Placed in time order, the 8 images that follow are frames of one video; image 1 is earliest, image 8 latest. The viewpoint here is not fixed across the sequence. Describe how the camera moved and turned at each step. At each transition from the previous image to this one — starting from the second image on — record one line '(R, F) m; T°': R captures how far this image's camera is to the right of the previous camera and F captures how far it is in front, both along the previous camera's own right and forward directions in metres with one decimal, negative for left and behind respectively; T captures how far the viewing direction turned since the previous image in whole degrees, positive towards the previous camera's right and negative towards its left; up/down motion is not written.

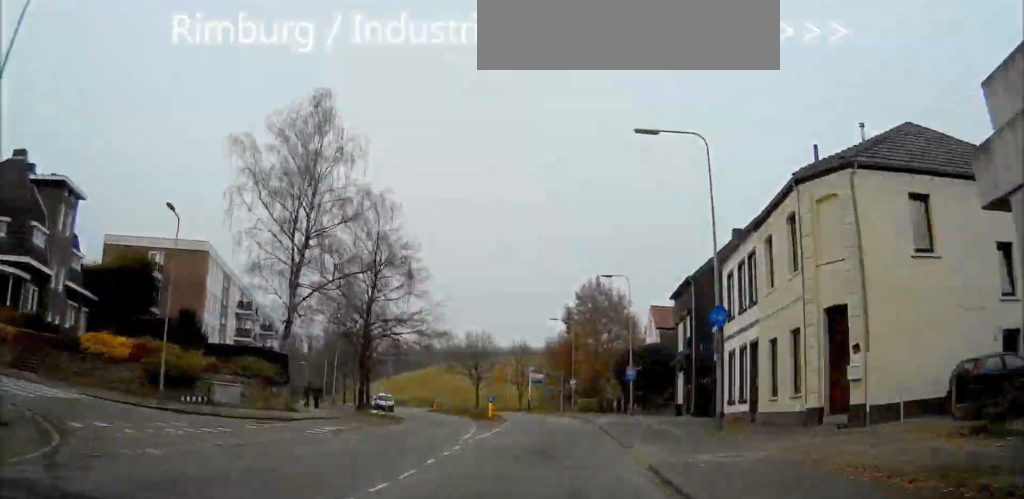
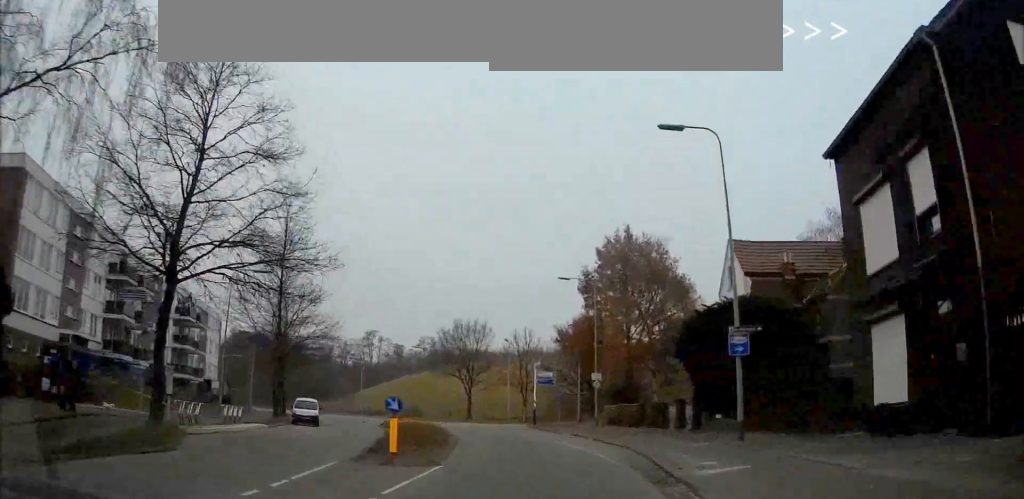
(-0.9, +27.8) m; -3°
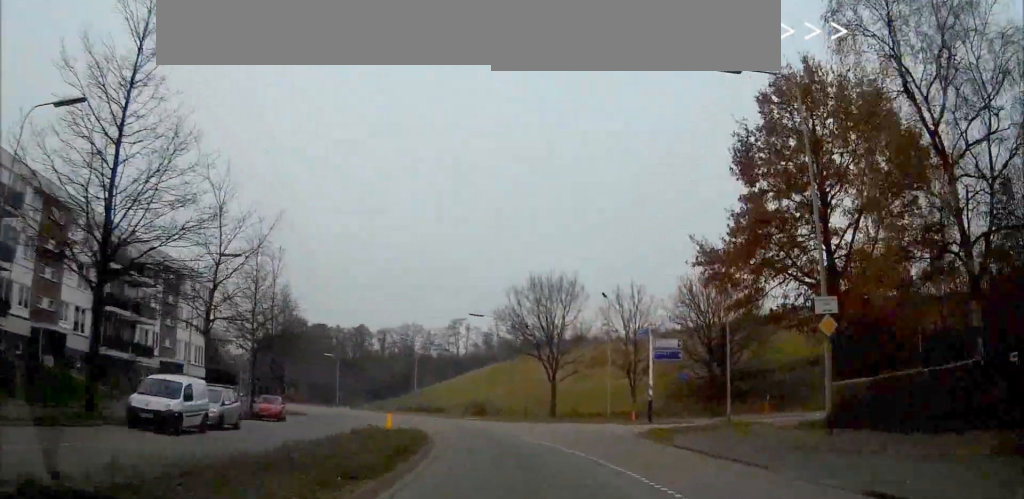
(-0.8, +28.9) m; -6°
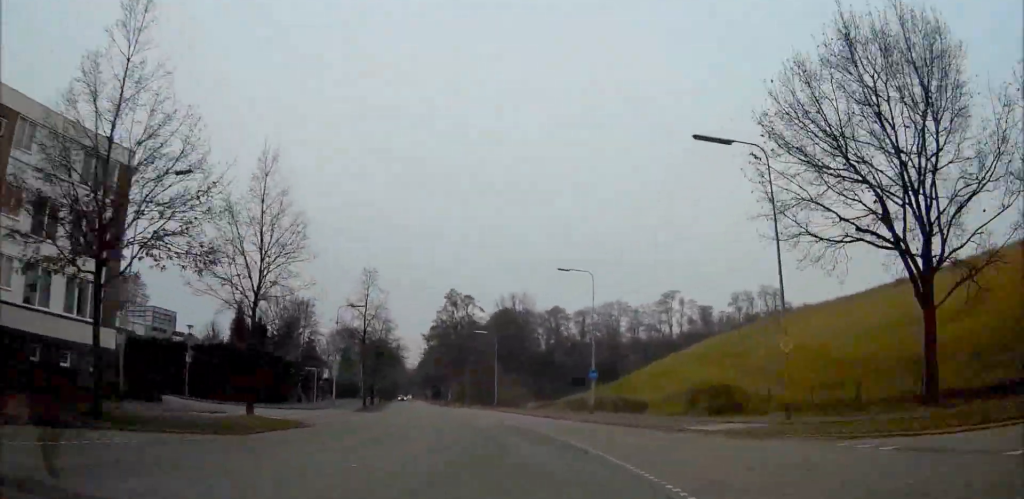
(-4.9, +42.6) m; -16°
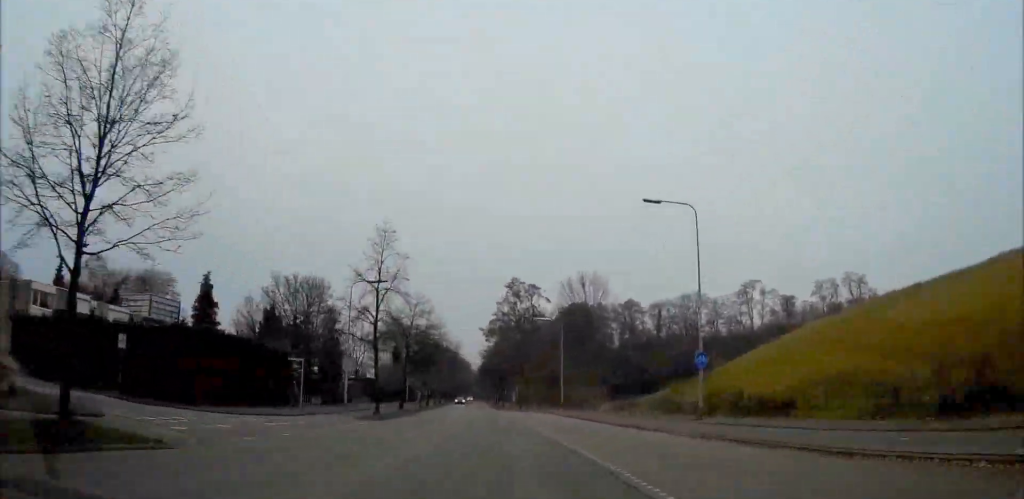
(-1.2, +16.5) m; -5°
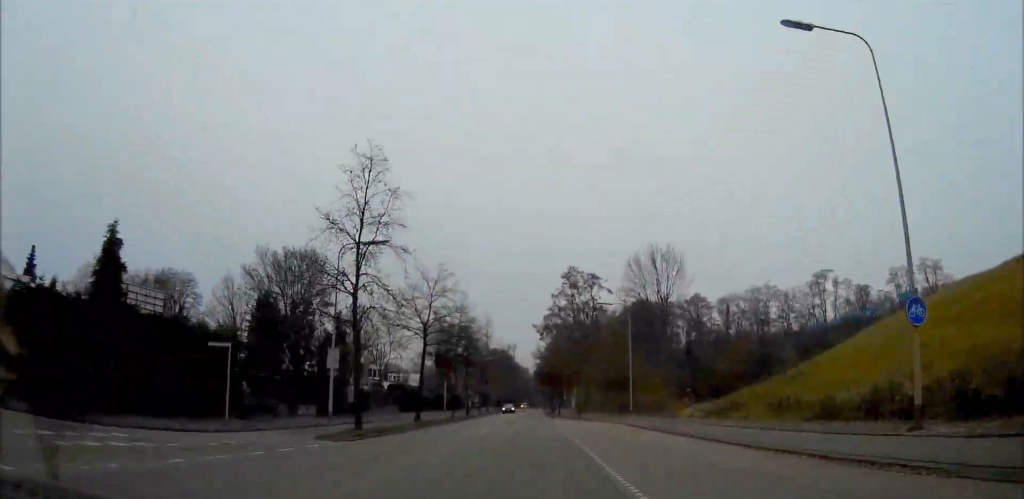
(-0.4, +15.6) m; -4°
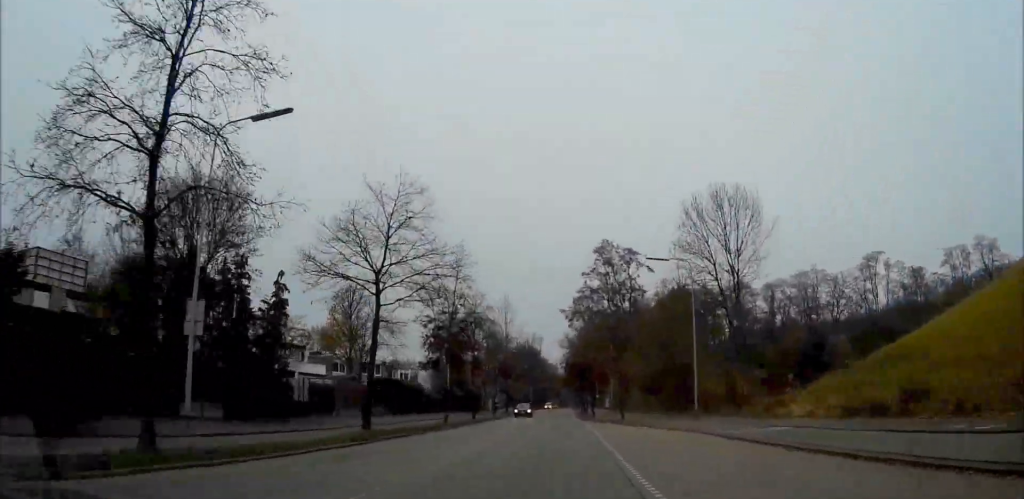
(-0.8, +17.7) m; -2°
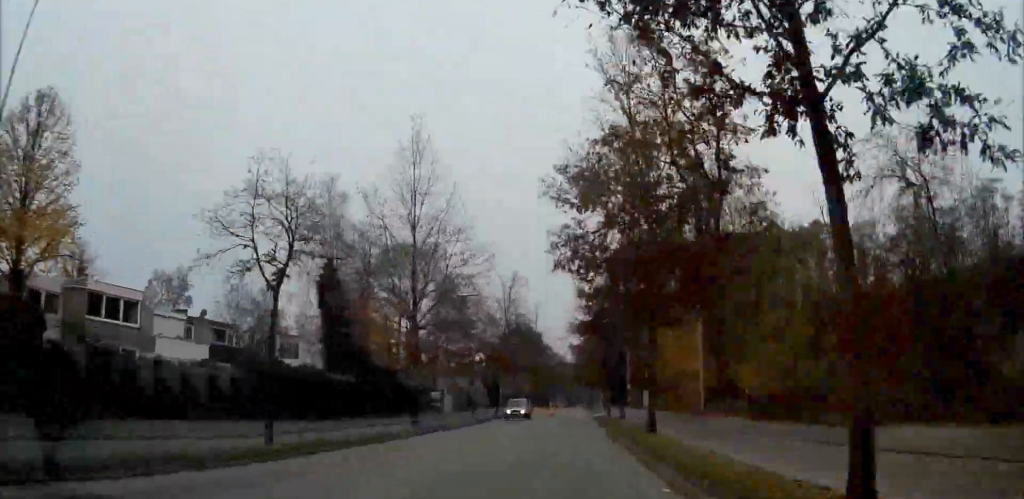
(-0.6, +55.9) m; +1°
